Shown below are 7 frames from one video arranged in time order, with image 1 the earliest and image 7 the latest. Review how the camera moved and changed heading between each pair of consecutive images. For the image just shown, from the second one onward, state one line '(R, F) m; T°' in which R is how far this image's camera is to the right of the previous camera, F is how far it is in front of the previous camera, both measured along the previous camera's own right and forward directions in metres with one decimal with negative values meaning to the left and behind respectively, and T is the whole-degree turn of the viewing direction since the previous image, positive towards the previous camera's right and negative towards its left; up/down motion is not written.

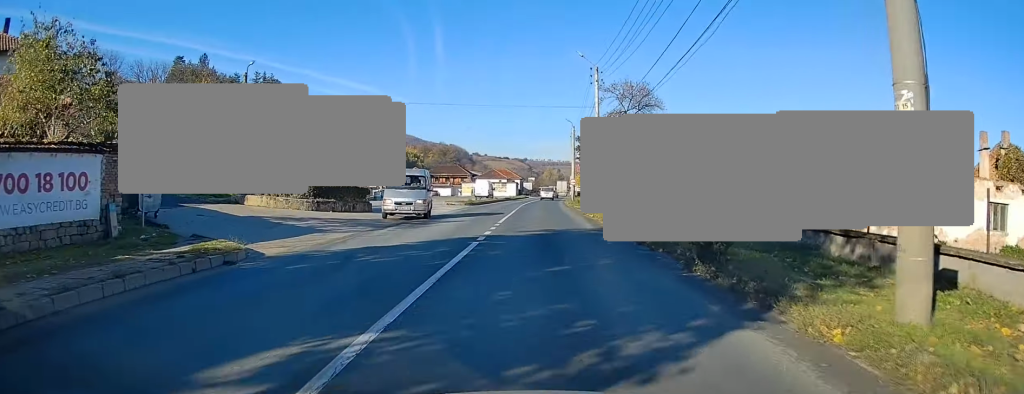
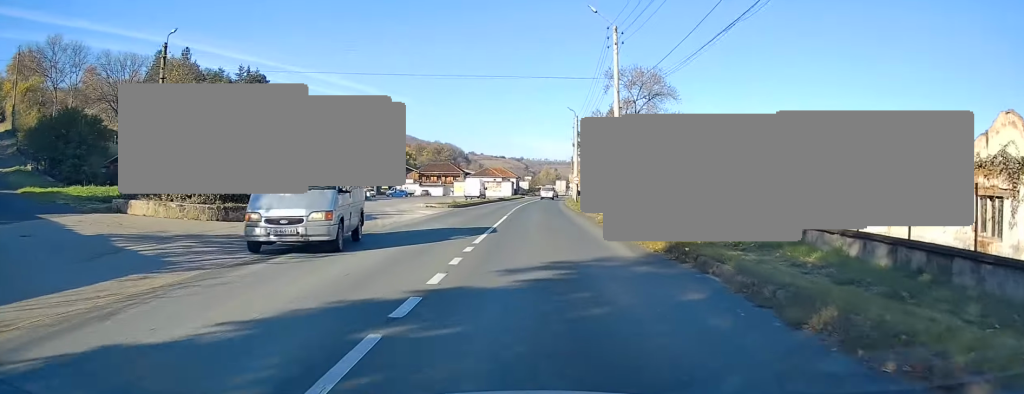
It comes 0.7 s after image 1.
(0.0, +9.2) m; -1°
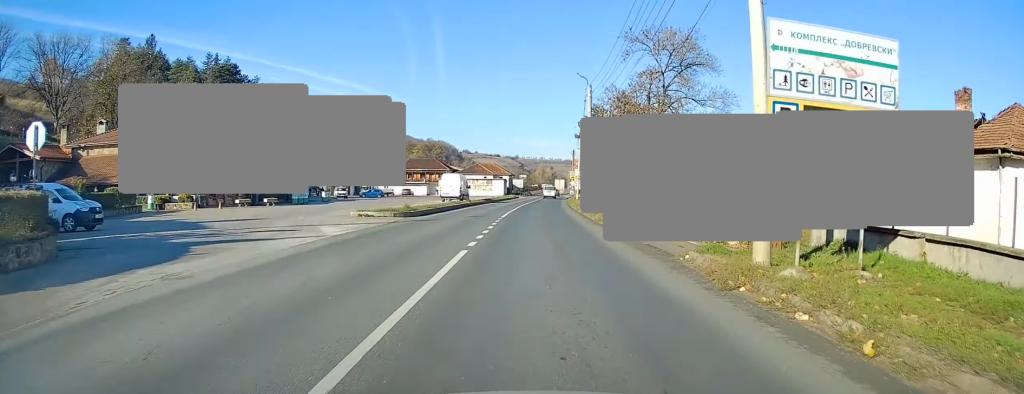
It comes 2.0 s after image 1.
(-0.3, +17.0) m; 0°
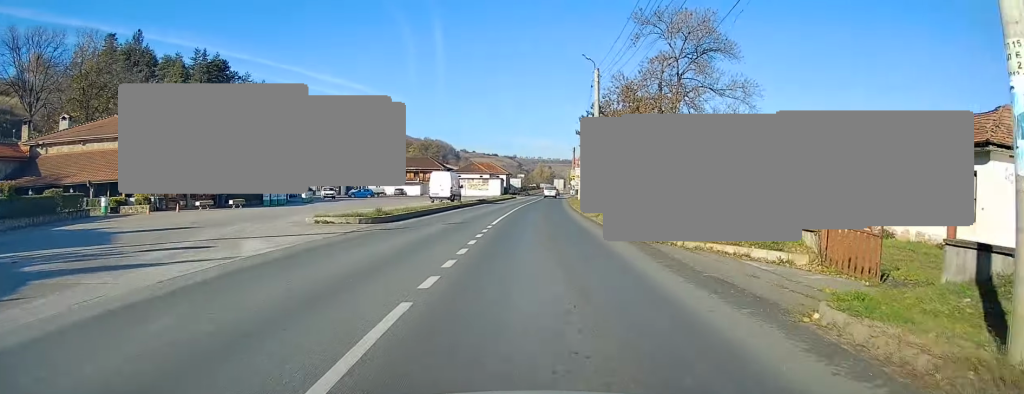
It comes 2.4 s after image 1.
(+0.1, +5.7) m; +1°
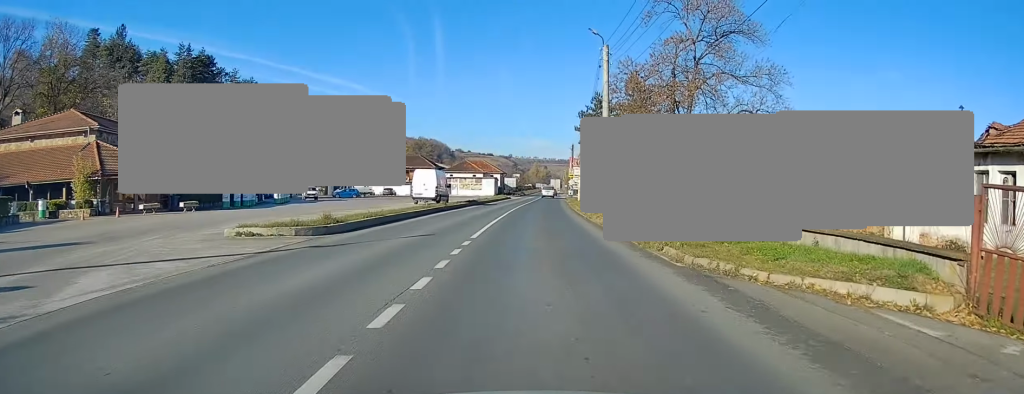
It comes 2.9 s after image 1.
(+0.1, +6.1) m; +1°
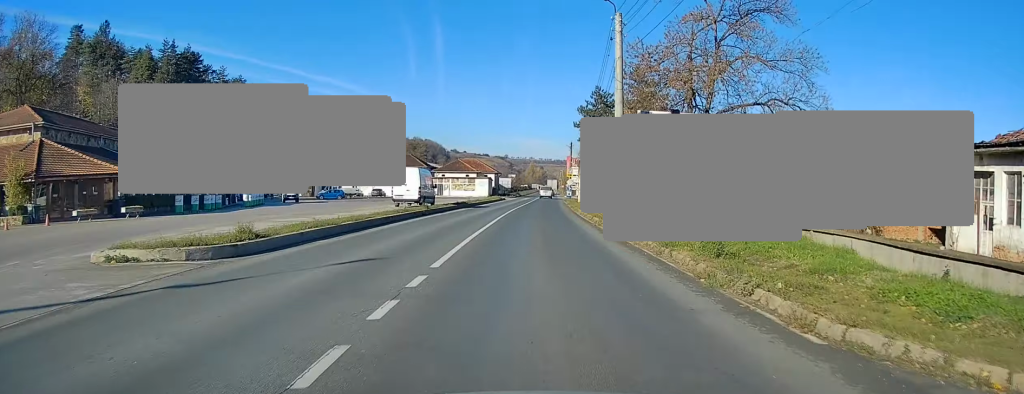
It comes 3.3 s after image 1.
(0.0, +5.7) m; 0°
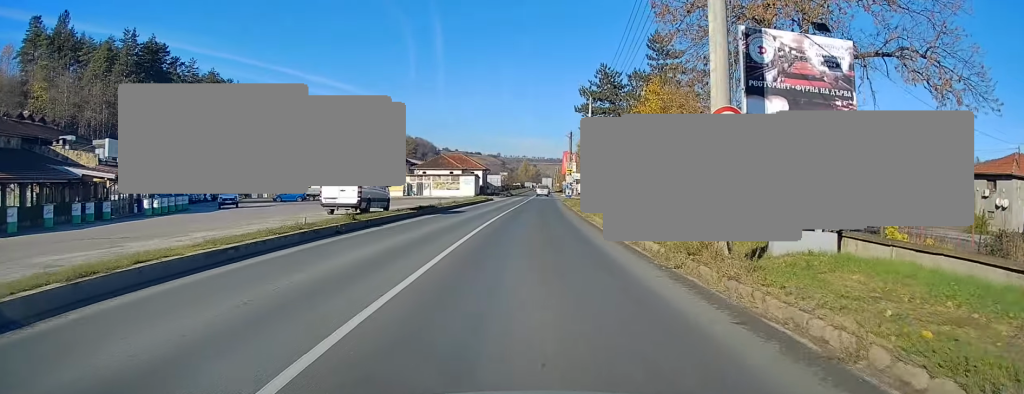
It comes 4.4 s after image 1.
(0.0, +13.6) m; 0°
